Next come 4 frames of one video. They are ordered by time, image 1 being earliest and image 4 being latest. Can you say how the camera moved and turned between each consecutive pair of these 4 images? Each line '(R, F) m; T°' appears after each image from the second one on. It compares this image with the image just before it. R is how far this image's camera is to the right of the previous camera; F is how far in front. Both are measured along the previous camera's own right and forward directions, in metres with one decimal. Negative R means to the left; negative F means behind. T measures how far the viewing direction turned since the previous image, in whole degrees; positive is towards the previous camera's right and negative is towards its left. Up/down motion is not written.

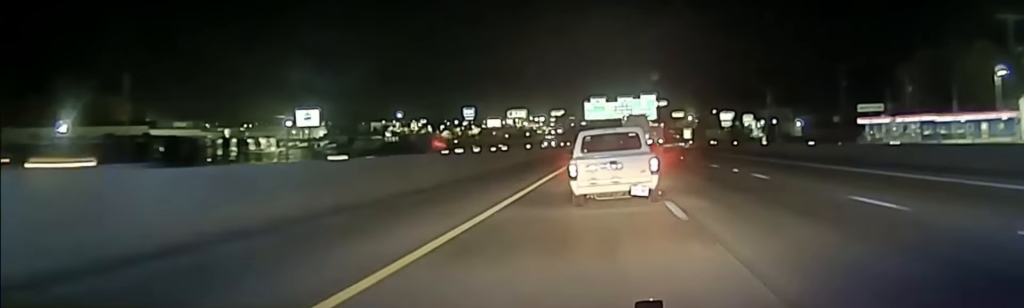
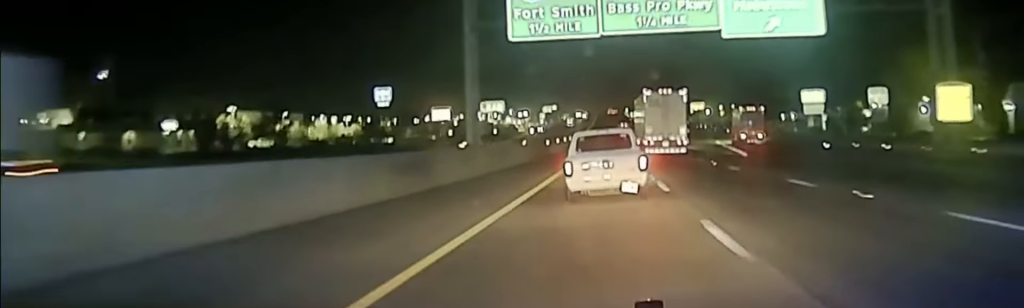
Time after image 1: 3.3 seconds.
(+0.8, +148.8) m; 0°
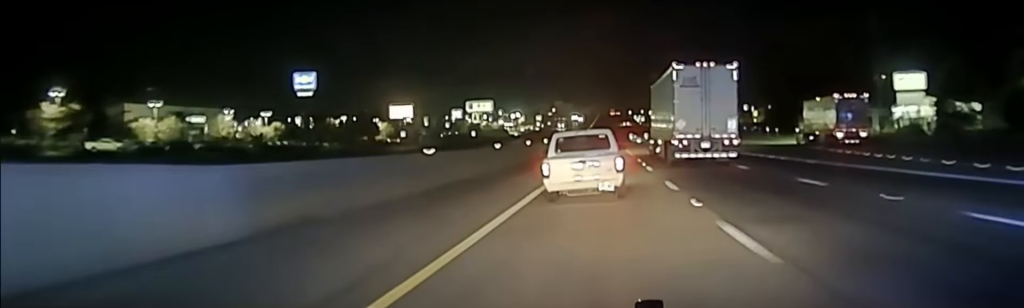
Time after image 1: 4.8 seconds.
(-0.1, +56.3) m; 0°
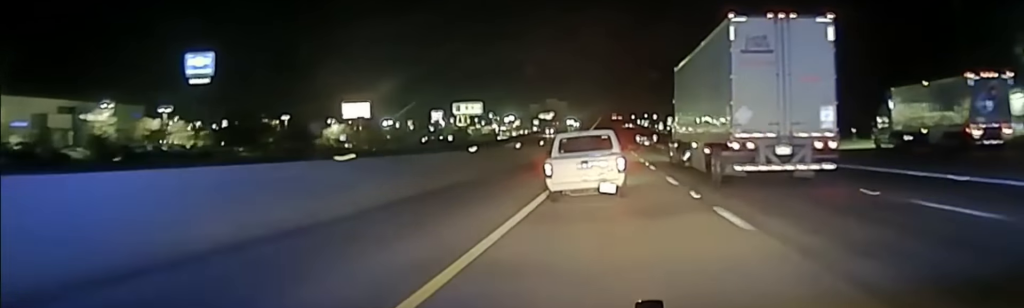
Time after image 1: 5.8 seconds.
(0.0, +39.8) m; 0°
